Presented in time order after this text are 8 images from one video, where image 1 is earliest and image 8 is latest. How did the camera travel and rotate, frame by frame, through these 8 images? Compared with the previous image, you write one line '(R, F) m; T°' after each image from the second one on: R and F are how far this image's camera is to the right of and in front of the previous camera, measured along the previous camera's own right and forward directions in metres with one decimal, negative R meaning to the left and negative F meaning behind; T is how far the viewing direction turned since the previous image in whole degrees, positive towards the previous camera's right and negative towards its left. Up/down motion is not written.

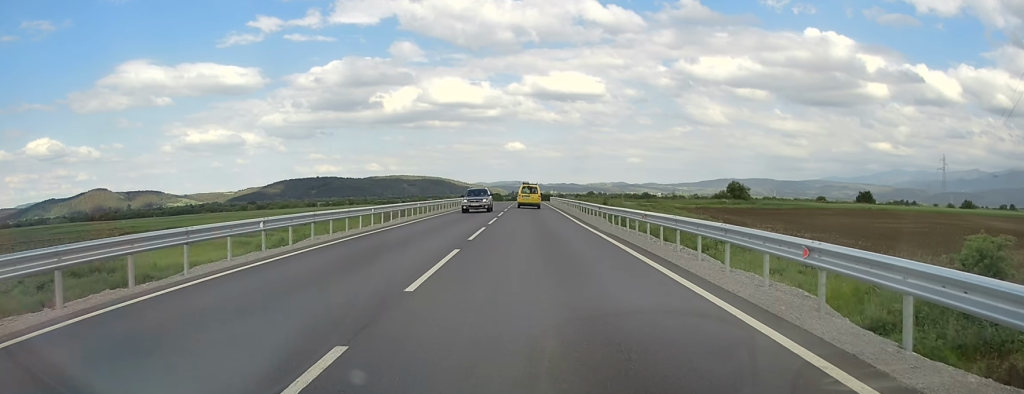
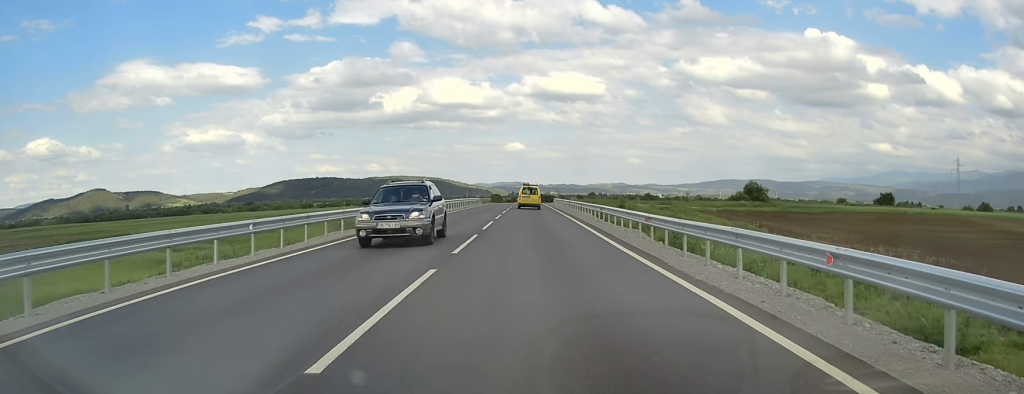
(0.0, +12.6) m; 0°
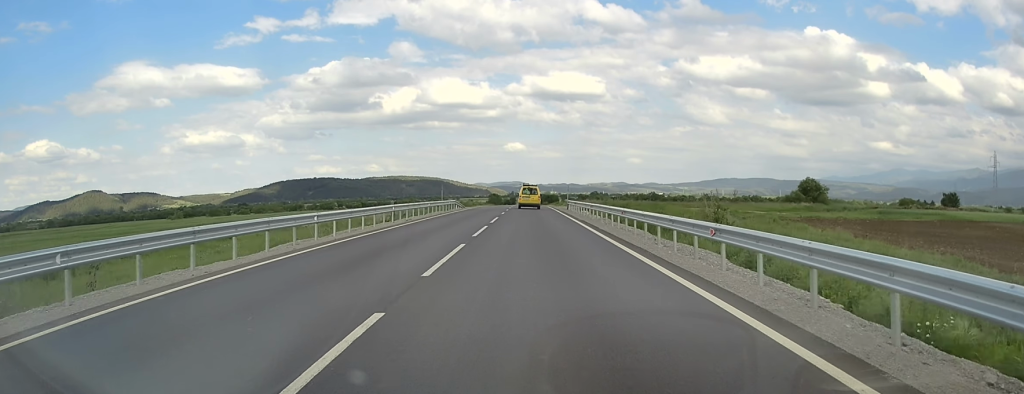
(0.0, +30.9) m; 0°
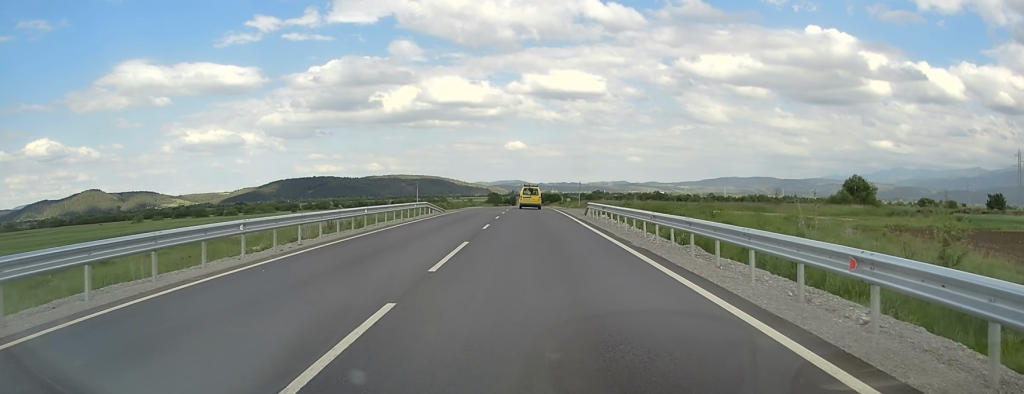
(+0.1, +17.5) m; 0°
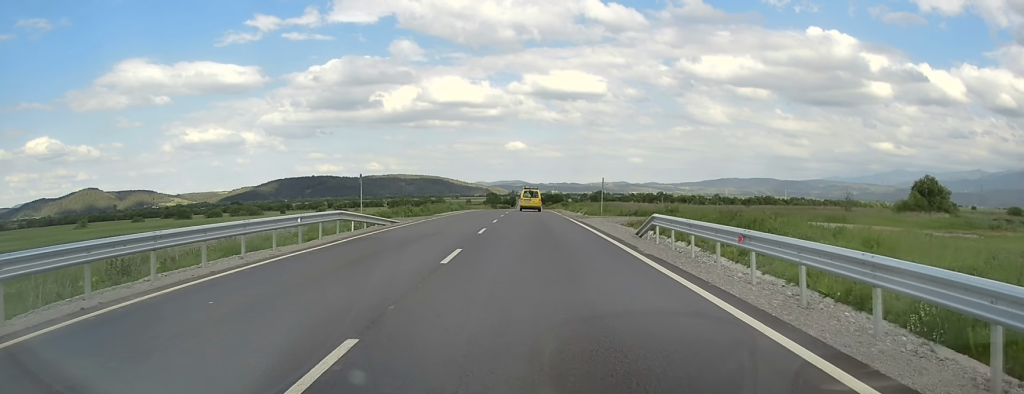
(0.0, +20.0) m; +1°
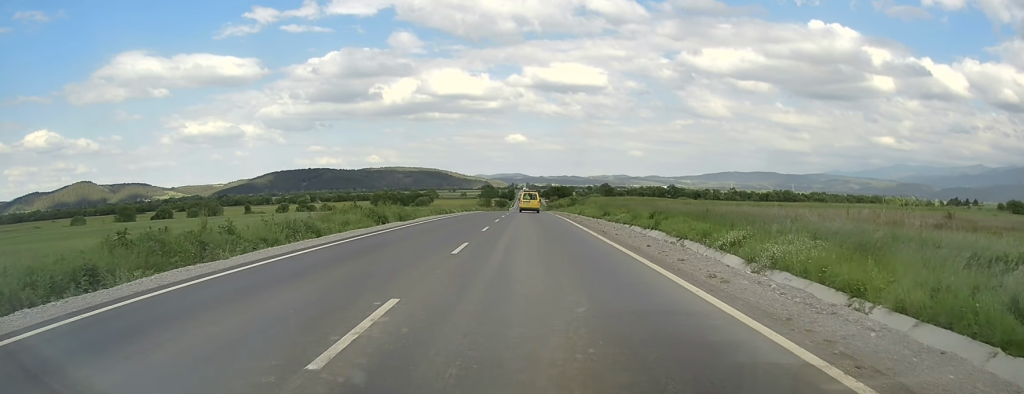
(+0.2, +52.1) m; -1°
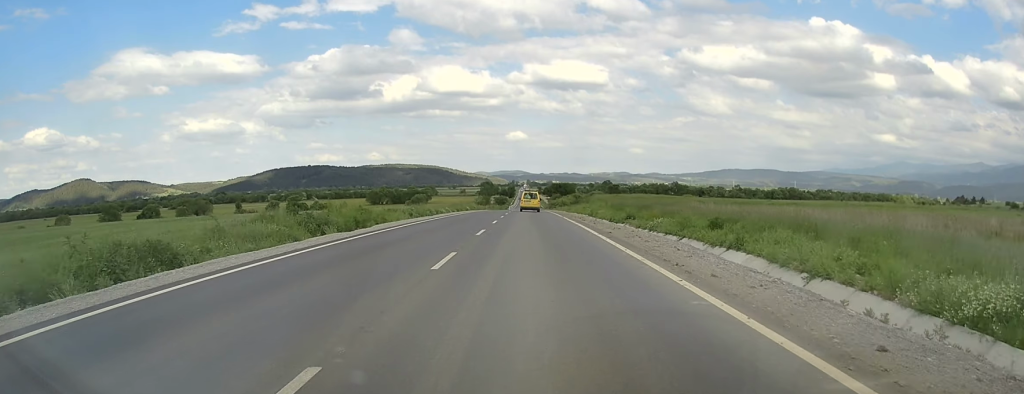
(0.0, +12.1) m; 0°
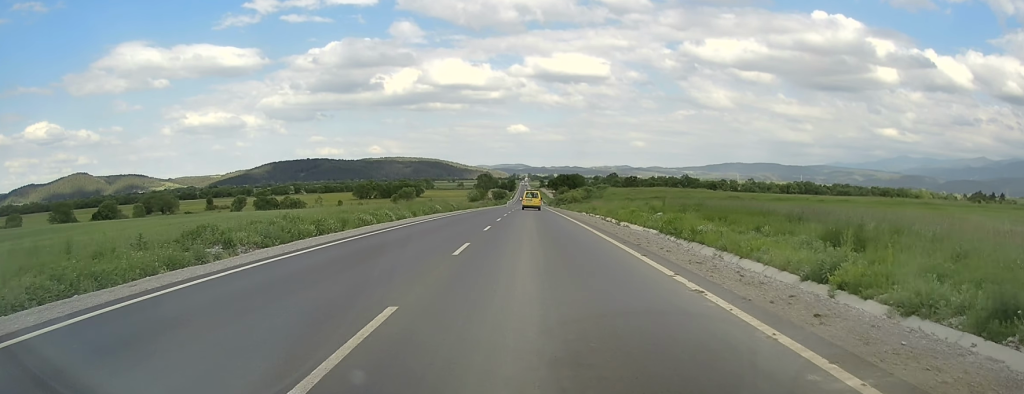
(0.0, +34.0) m; 0°
